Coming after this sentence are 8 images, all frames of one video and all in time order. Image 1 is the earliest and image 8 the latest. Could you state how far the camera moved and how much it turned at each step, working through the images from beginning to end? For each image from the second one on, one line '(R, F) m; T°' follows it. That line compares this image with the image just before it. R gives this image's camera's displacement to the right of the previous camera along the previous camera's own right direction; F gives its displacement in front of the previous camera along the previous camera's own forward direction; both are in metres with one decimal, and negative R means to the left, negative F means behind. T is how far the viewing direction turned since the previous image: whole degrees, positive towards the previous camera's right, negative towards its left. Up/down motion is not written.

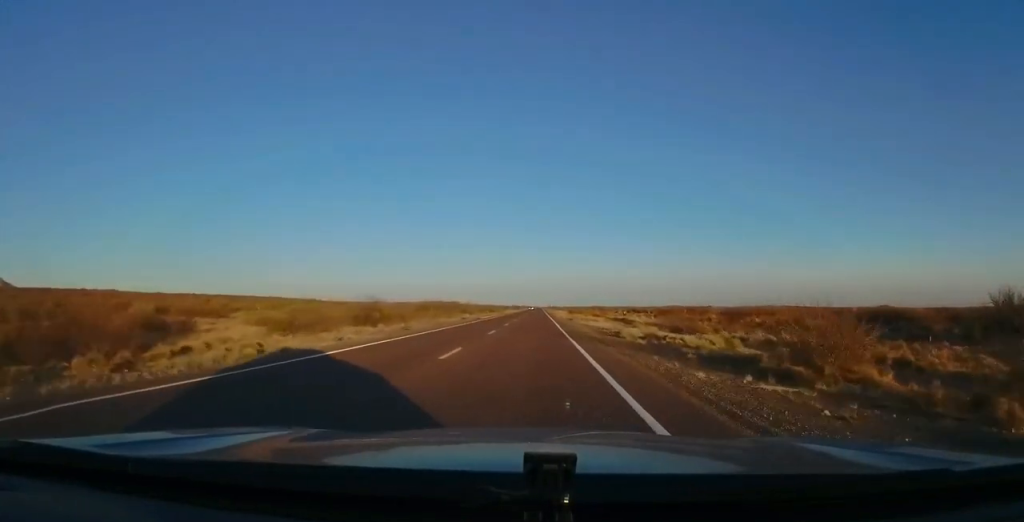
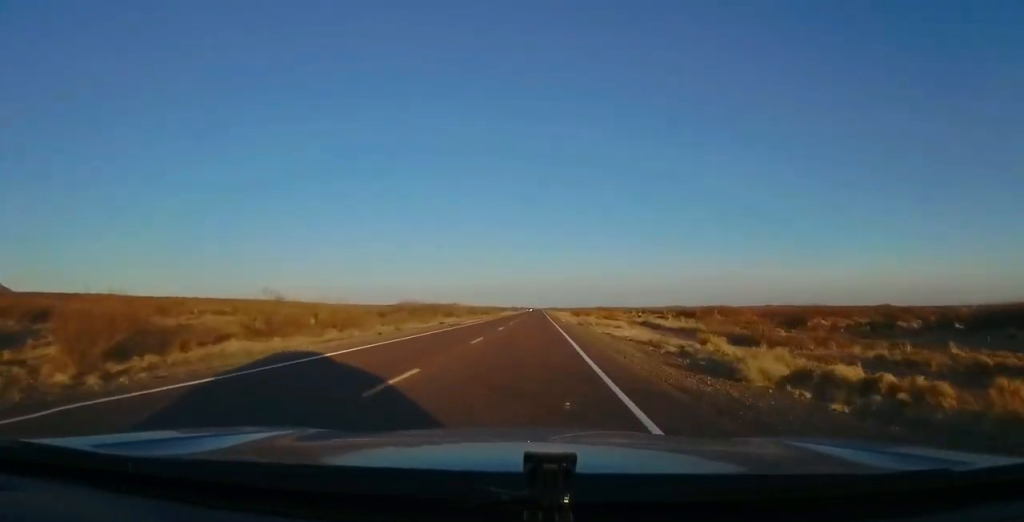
(-0.1, +17.6) m; -1°
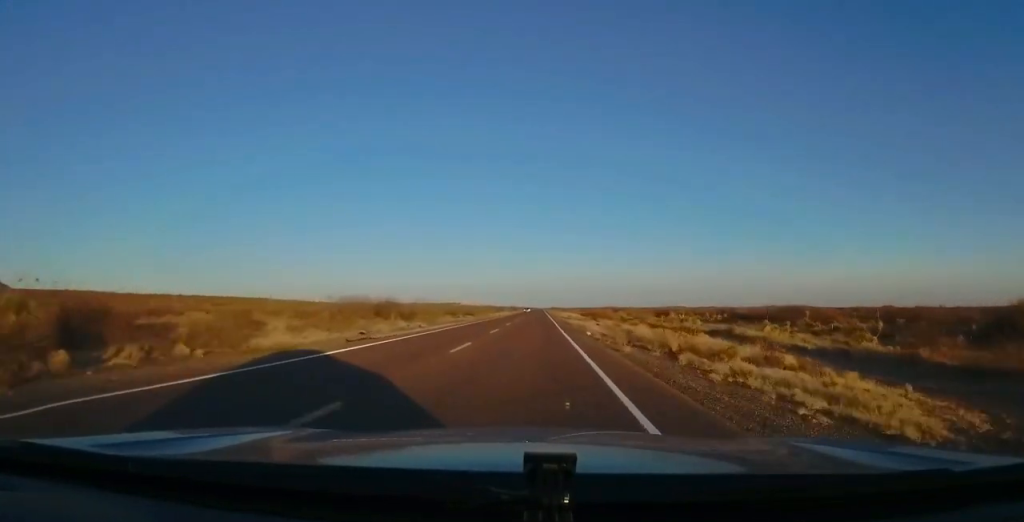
(-0.4, +28.4) m; -1°
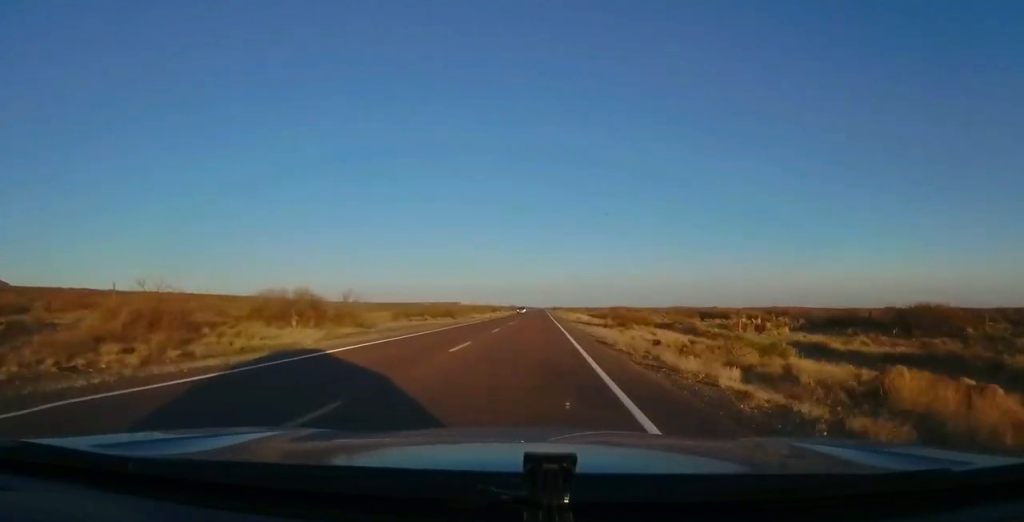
(-0.1, +24.5) m; 0°
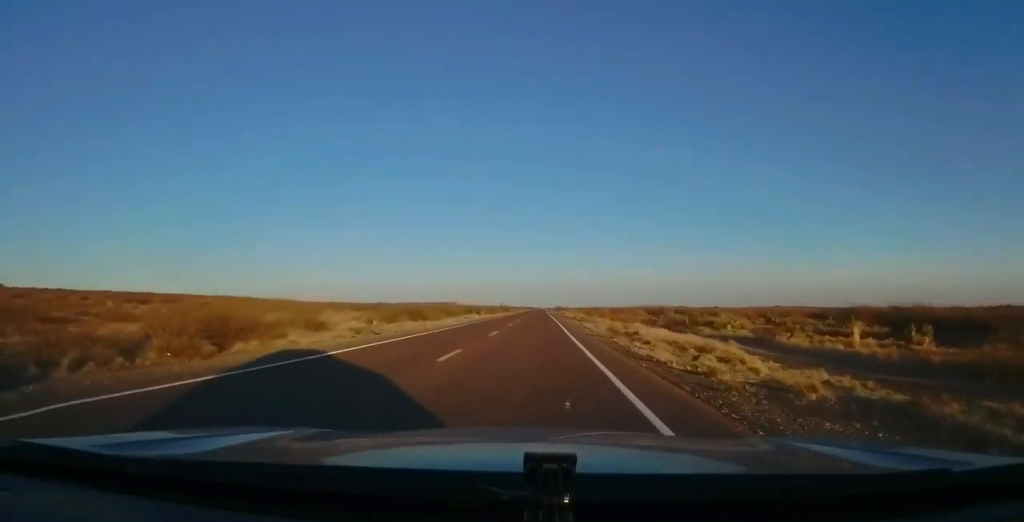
(+0.4, +63.1) m; 0°
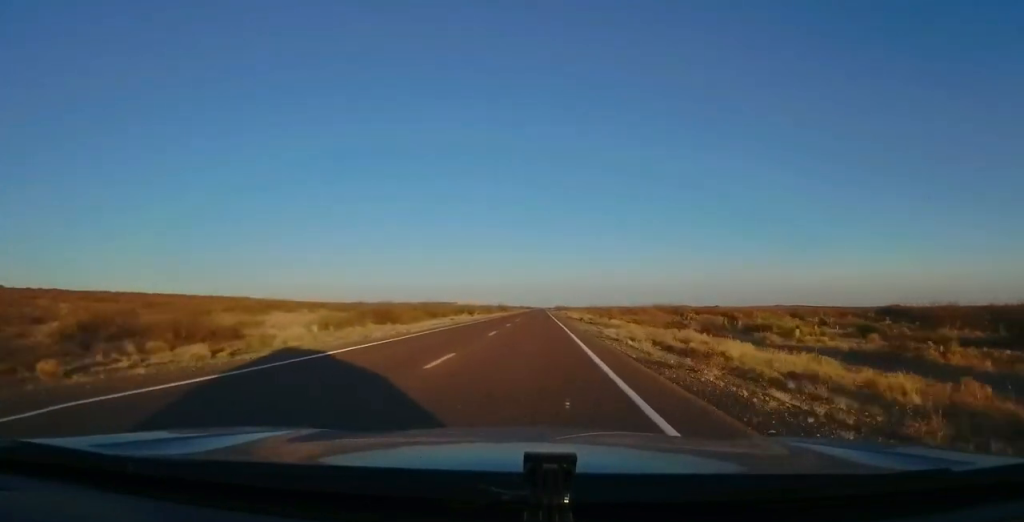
(+0.4, +13.5) m; 0°
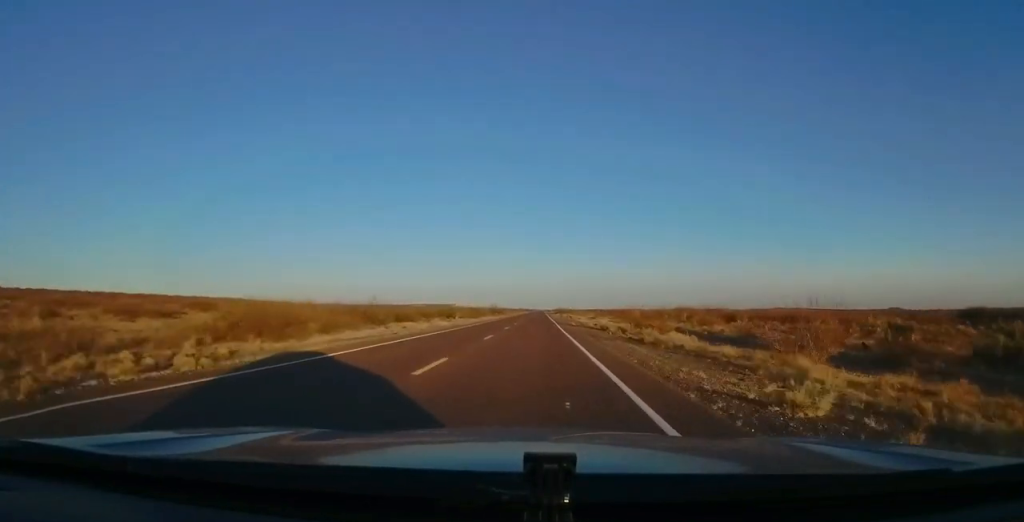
(-0.6, +25.2) m; 0°
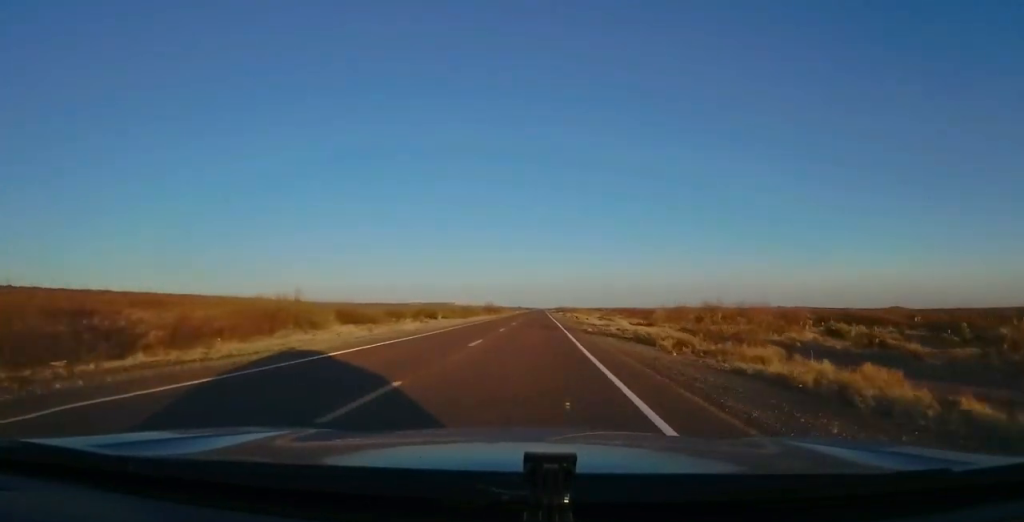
(+0.2, +16.5) m; 0°
